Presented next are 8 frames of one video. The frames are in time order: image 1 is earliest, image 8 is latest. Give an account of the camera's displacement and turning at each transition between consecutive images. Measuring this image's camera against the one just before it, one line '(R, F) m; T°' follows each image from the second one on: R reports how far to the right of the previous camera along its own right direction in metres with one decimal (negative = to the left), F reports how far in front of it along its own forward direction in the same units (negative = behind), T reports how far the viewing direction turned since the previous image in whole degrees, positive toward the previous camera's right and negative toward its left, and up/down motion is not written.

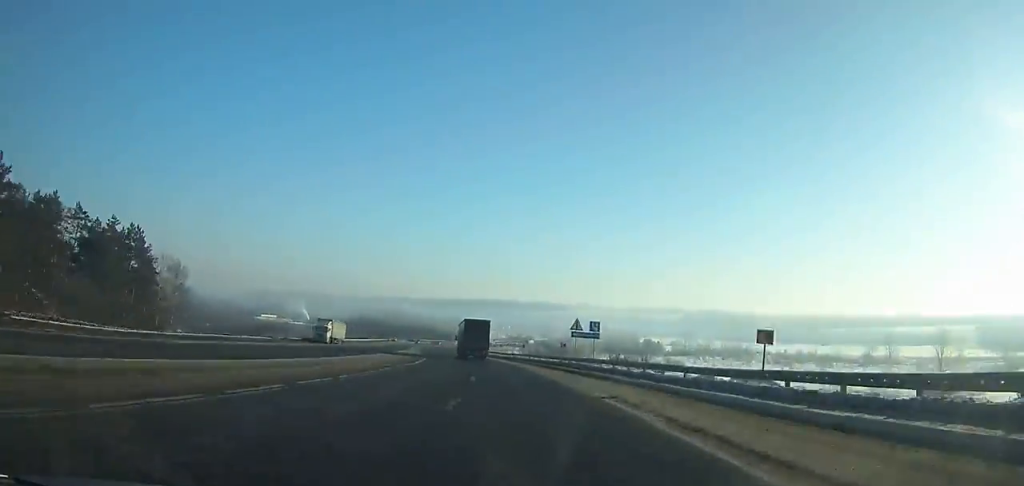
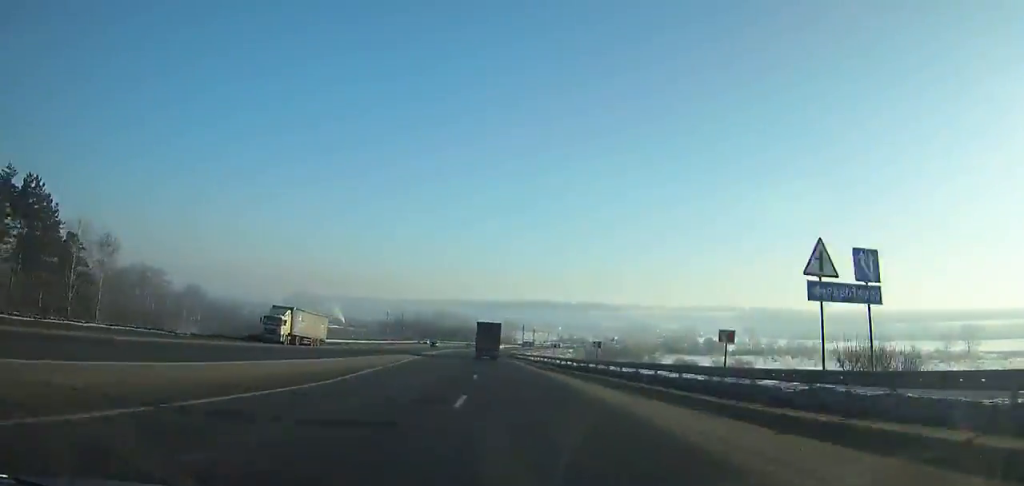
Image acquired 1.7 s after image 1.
(-2.5, +35.9) m; -3°
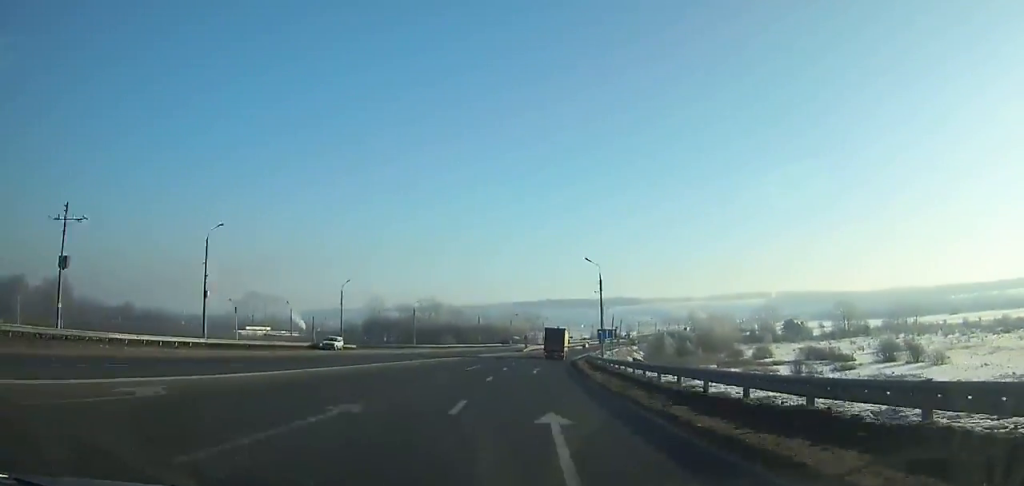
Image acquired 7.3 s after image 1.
(-2.1, +119.8) m; +2°
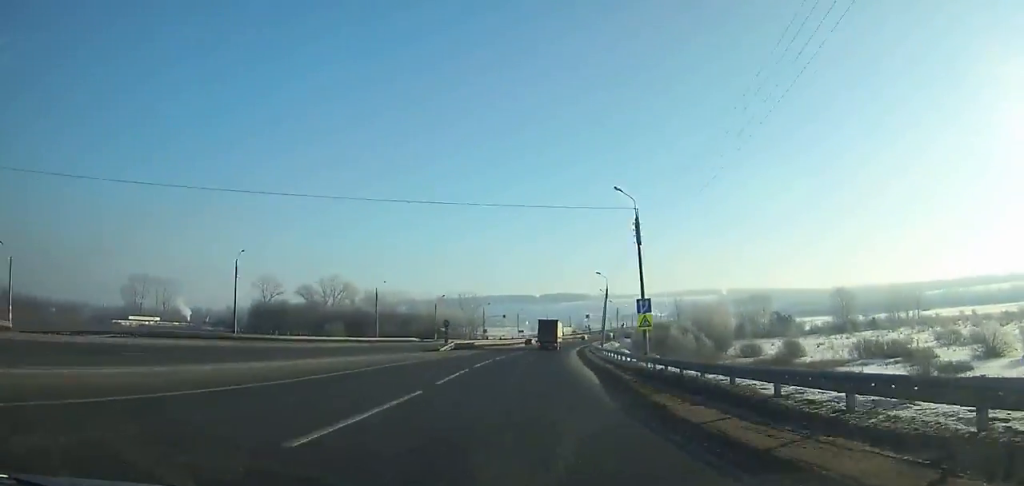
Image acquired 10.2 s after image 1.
(+2.4, +63.0) m; +5°
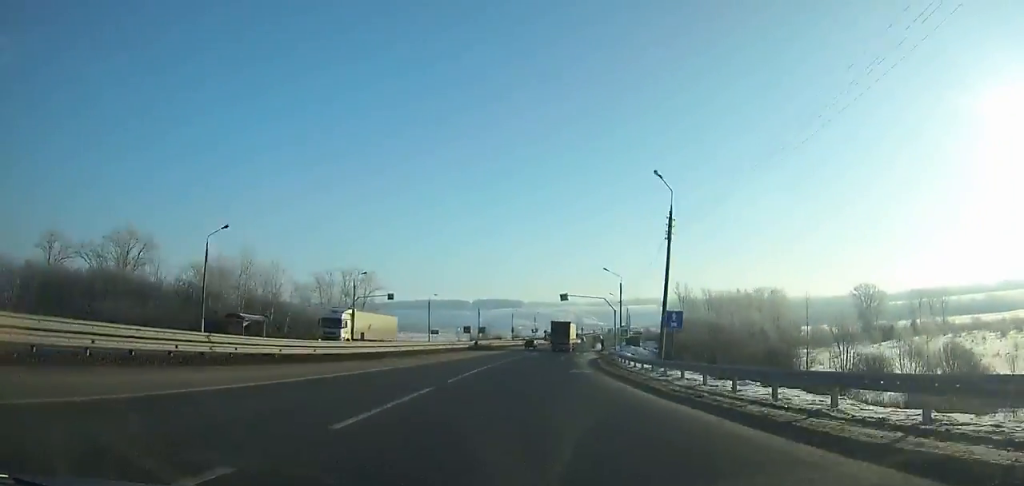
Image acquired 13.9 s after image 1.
(+4.3, +80.9) m; +7°
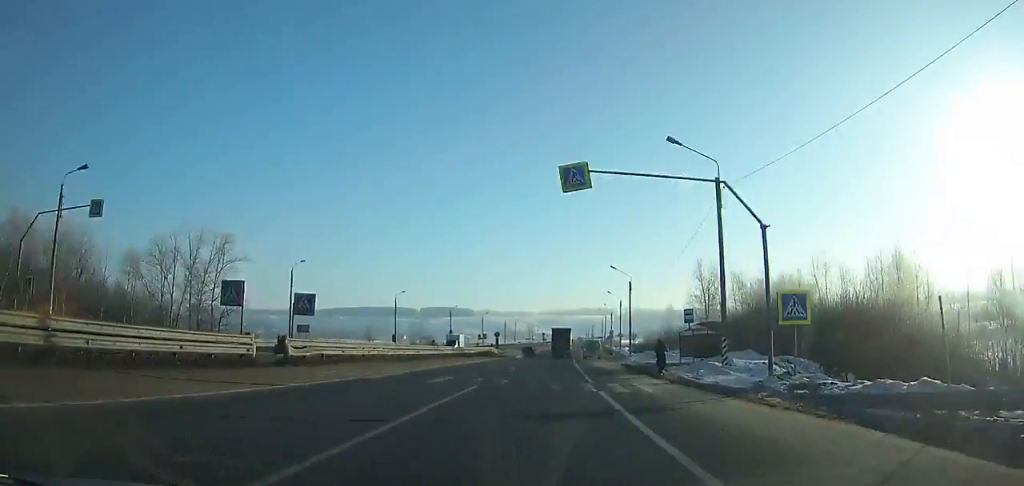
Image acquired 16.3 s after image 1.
(+2.4, +52.9) m; +4°
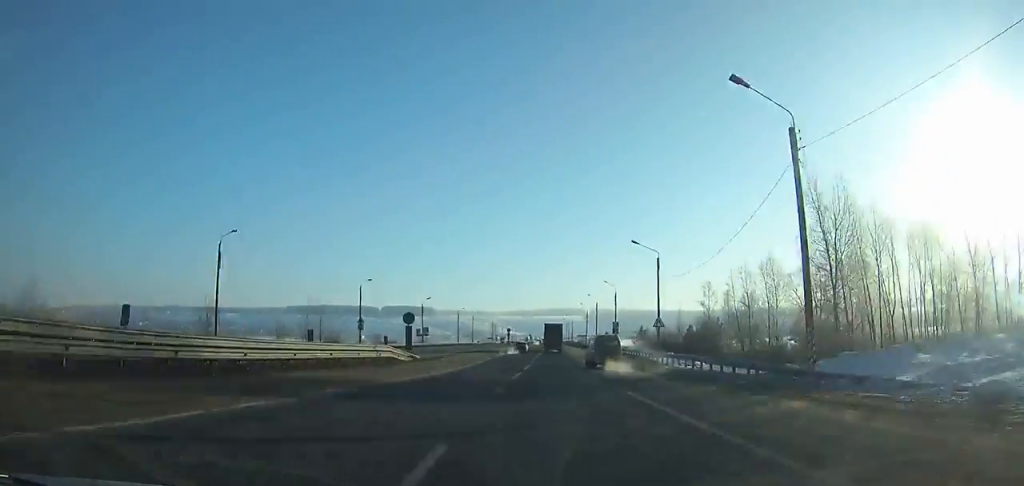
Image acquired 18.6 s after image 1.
(+1.7, +51.3) m; +3°
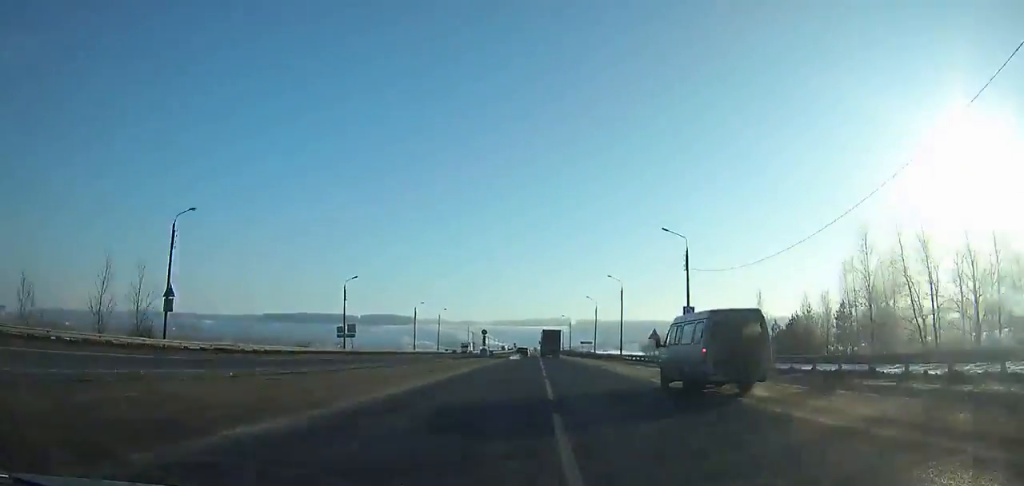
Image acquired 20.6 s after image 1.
(+0.8, +44.9) m; +2°
